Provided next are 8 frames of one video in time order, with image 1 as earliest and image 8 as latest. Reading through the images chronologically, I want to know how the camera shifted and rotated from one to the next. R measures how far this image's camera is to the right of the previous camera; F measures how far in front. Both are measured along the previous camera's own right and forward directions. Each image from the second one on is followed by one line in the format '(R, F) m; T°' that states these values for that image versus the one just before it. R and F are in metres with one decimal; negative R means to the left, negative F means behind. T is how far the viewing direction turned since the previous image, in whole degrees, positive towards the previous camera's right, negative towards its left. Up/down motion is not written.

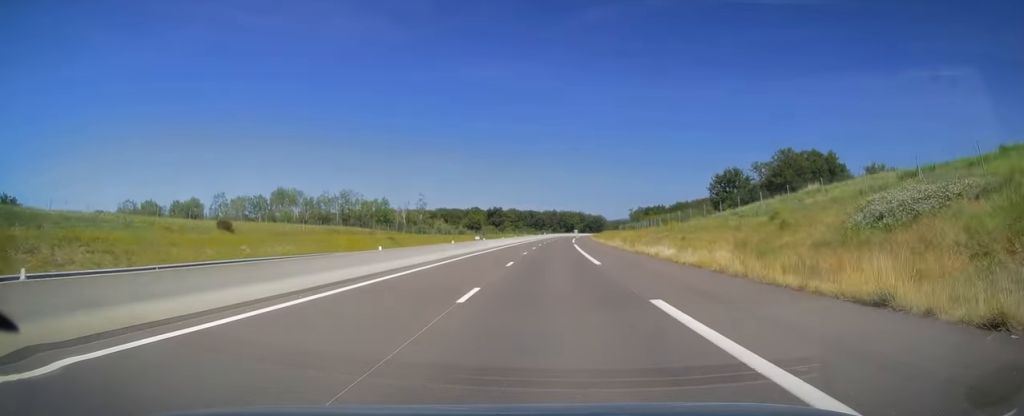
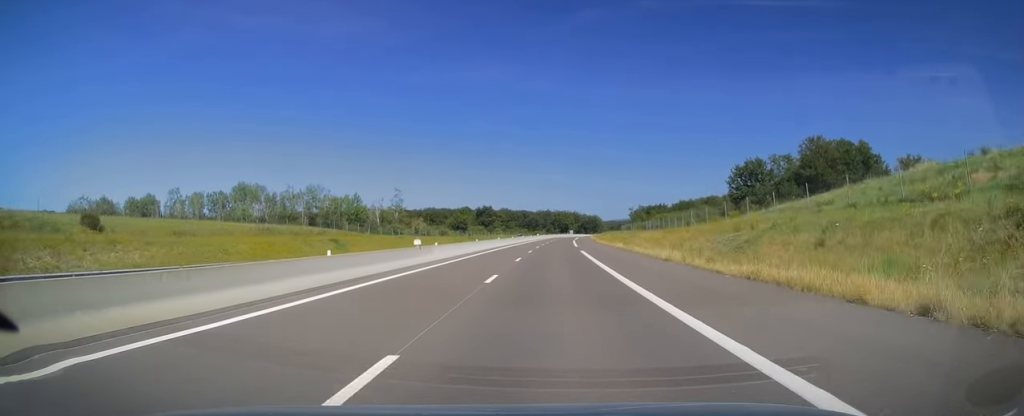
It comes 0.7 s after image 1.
(0.0, +21.2) m; 0°
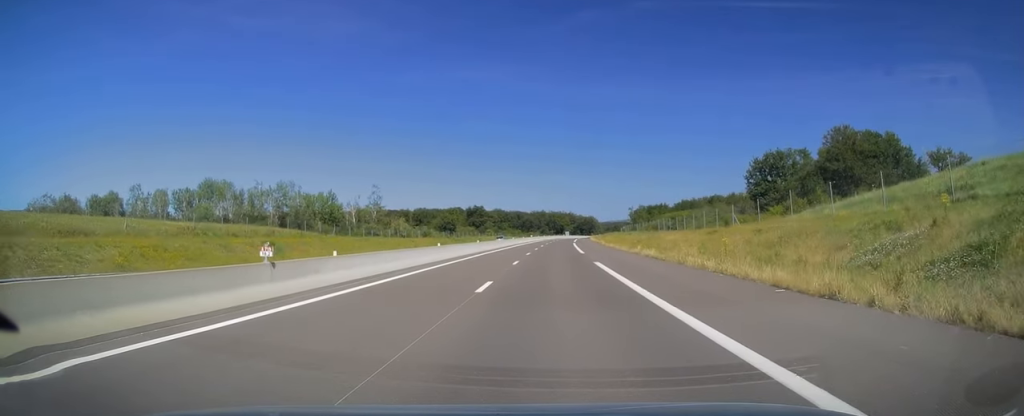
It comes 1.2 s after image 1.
(-0.1, +15.2) m; 0°
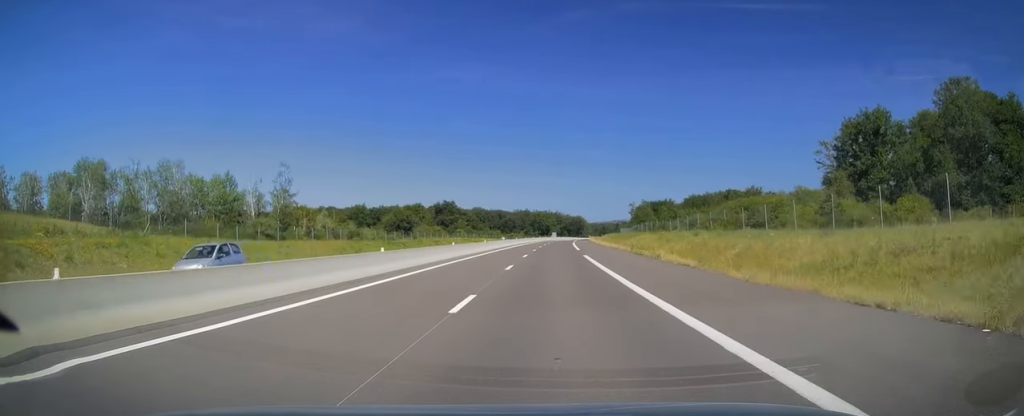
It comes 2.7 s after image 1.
(+0.9, +42.8) m; +2°
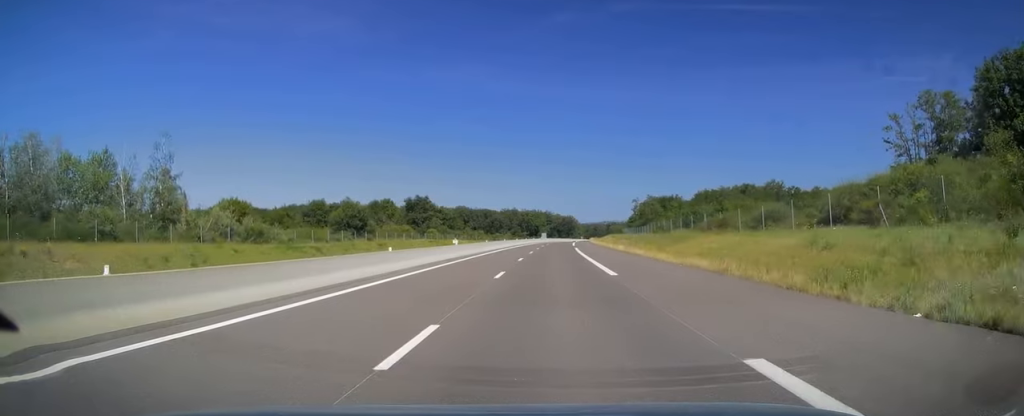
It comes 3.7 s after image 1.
(+0.3, +30.5) m; +1°
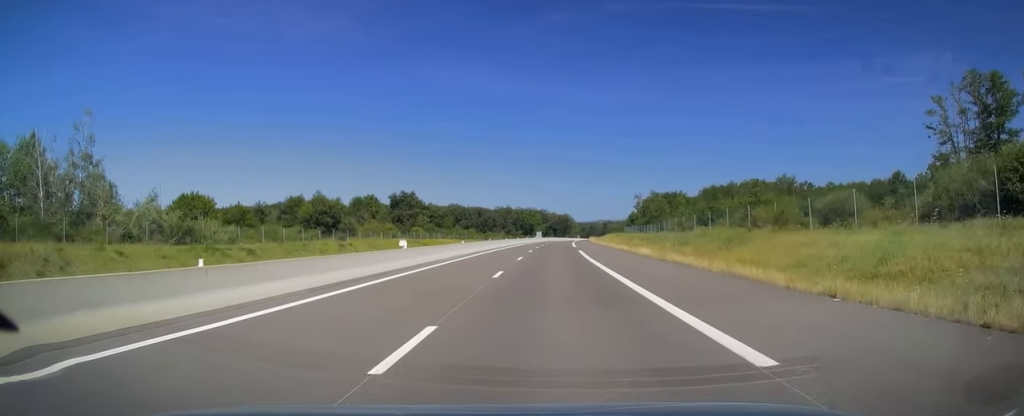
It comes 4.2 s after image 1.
(0.0, +13.3) m; 0°
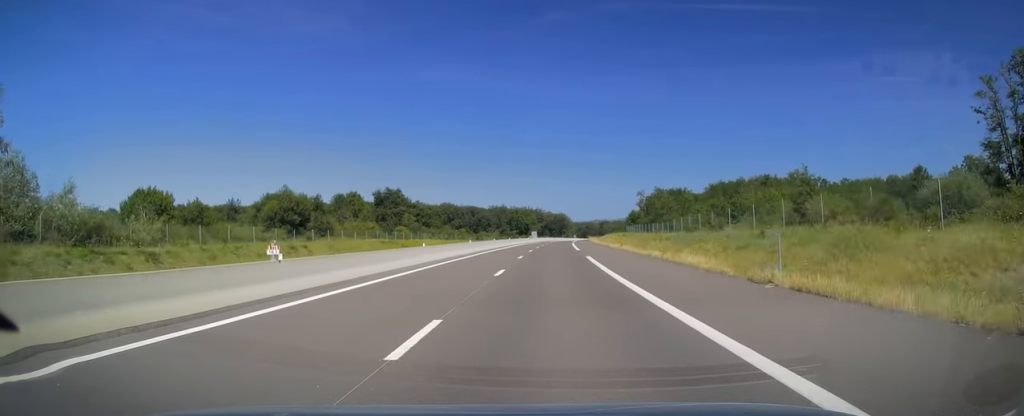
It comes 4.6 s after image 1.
(0.0, +12.3) m; 0°
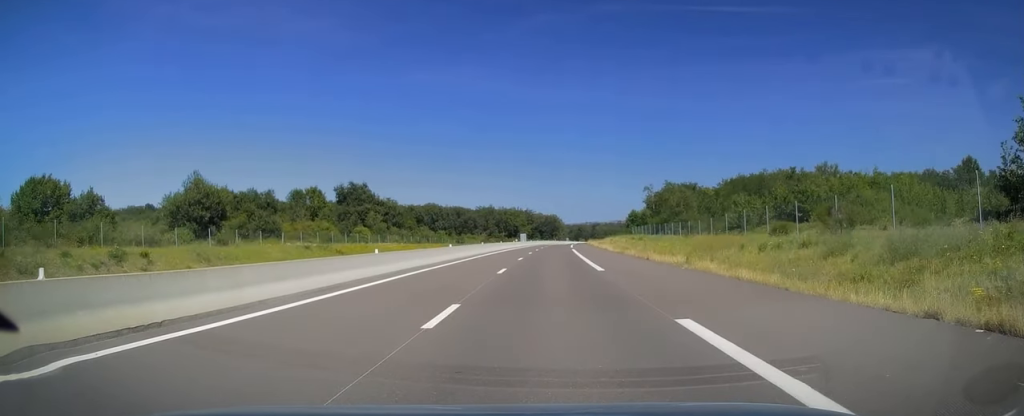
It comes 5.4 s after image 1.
(0.0, +23.6) m; +1°
